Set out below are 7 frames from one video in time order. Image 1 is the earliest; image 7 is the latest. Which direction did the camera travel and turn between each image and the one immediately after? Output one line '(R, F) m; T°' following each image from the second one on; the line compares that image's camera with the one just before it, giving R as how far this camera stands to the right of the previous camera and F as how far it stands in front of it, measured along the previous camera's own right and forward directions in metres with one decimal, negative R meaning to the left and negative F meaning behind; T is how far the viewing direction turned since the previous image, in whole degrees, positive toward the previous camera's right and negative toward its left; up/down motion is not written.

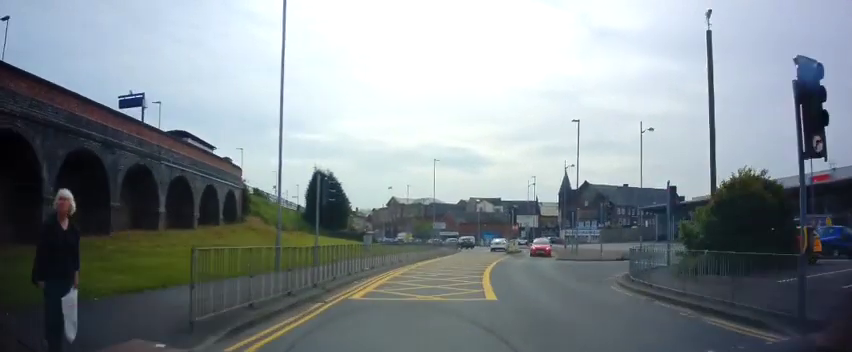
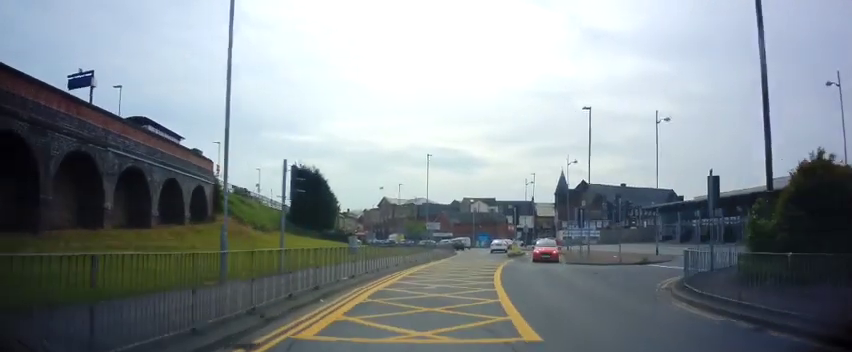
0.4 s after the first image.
(-0.1, +4.1) m; +1°
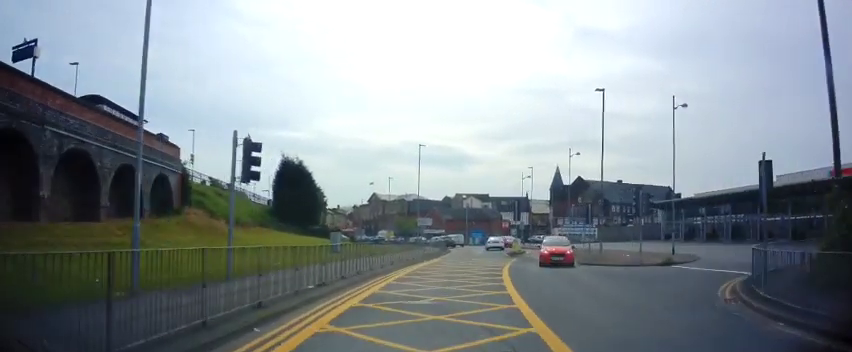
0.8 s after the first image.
(+0.2, +3.8) m; +1°
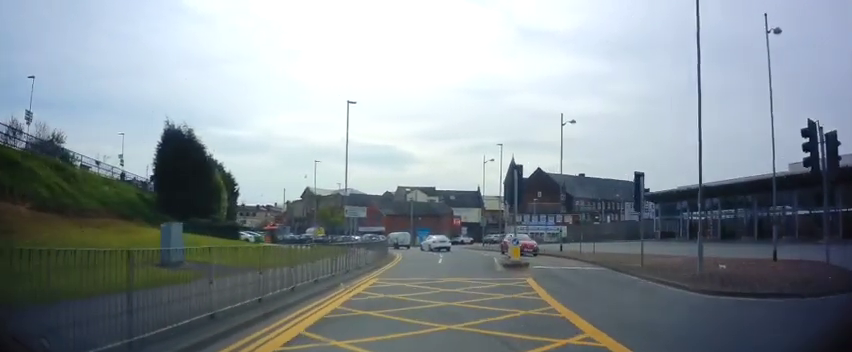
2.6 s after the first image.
(+0.6, +15.4) m; +6°
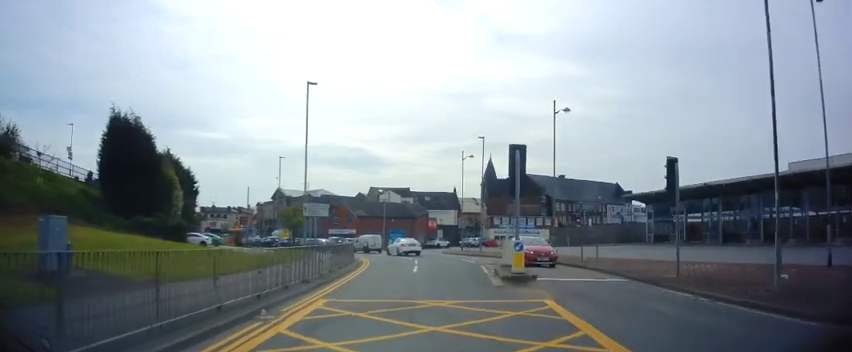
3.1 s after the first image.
(+0.2, +4.7) m; +3°
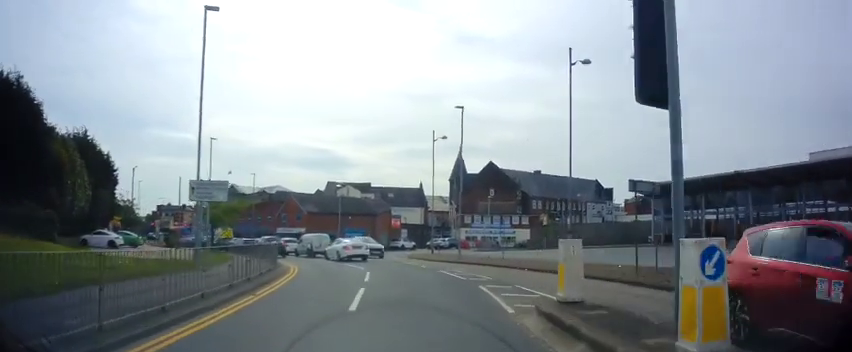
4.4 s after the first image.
(+0.4, +10.1) m; +3°
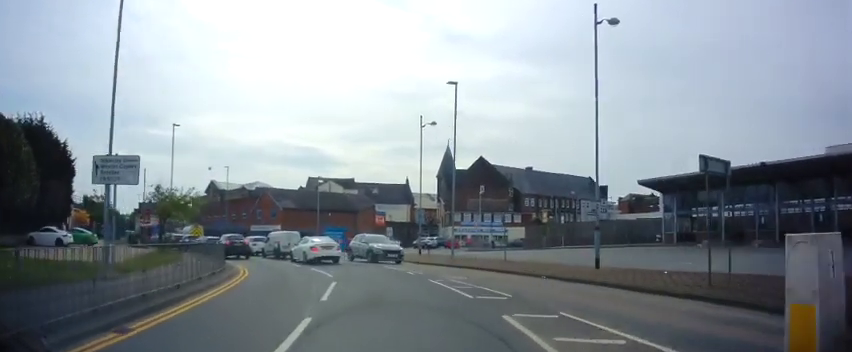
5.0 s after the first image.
(+0.1, +5.1) m; +2°
